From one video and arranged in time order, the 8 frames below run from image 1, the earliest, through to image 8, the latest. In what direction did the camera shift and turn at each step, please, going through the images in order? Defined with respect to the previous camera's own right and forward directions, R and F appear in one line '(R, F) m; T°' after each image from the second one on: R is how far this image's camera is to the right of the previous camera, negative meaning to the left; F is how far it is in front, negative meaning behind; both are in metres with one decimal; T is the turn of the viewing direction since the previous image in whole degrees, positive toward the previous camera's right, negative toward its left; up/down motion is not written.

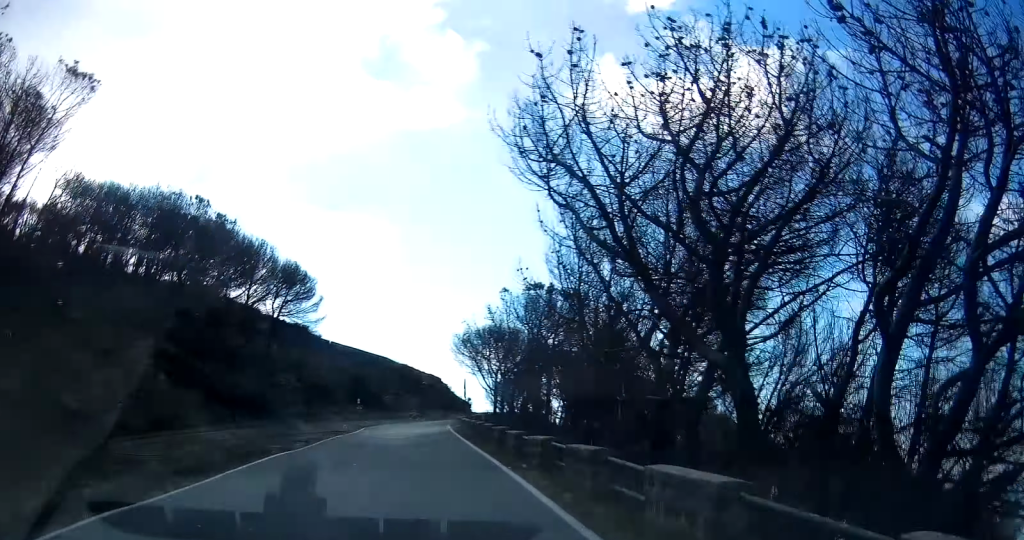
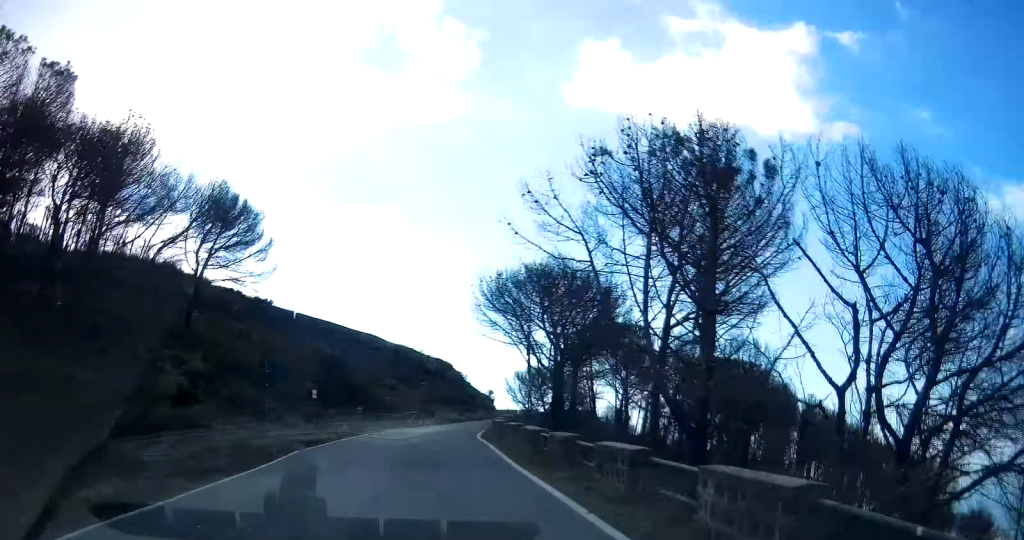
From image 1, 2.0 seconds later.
(+0.2, +21.9) m; +2°
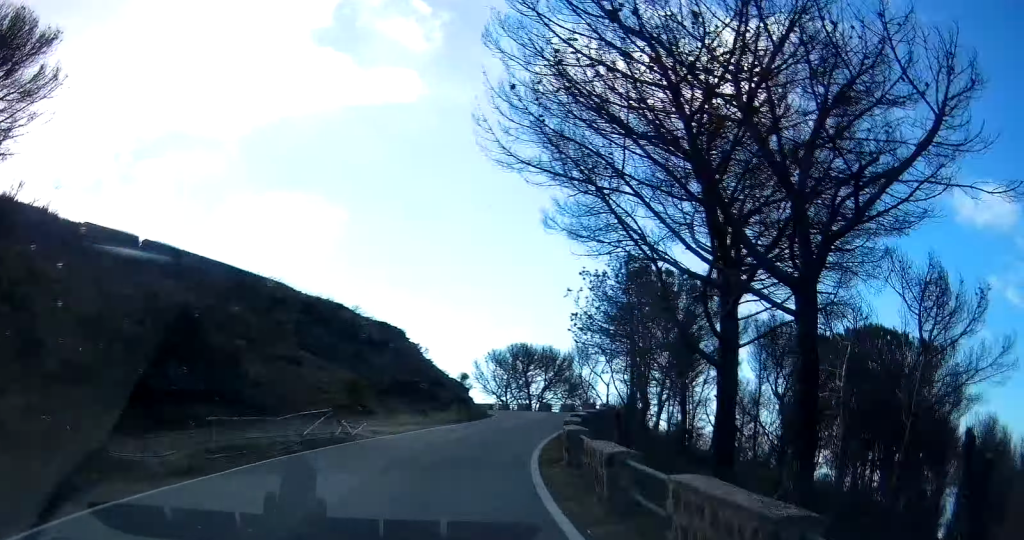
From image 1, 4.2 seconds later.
(-0.7, +24.1) m; +3°
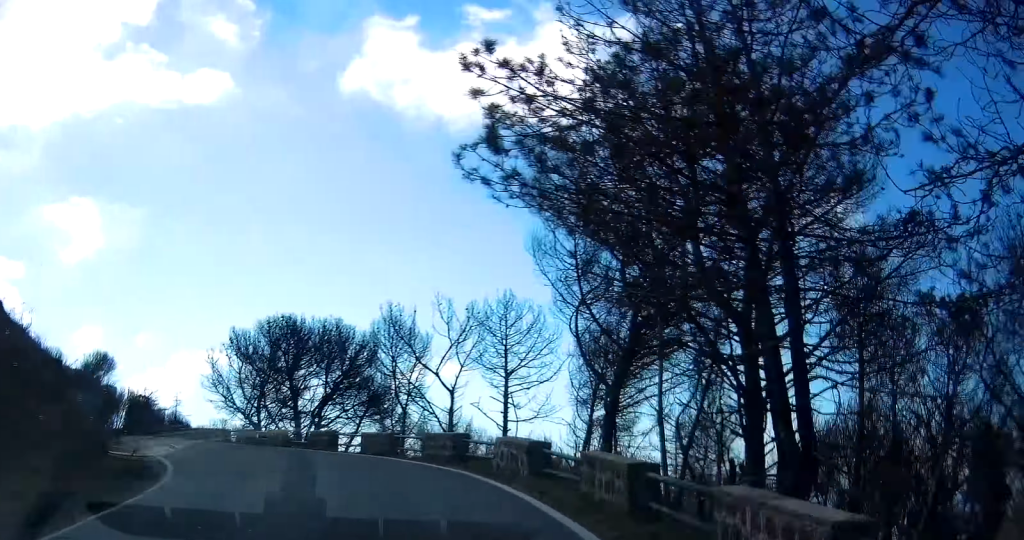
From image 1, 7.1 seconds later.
(+2.6, +29.9) m; -2°
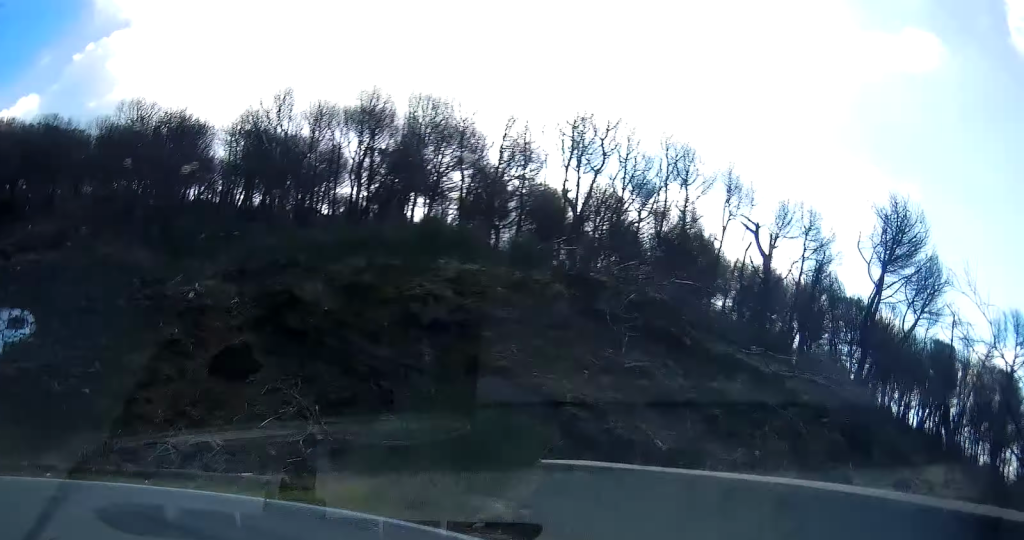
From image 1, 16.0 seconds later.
(-16.0, +61.0) m; -91°
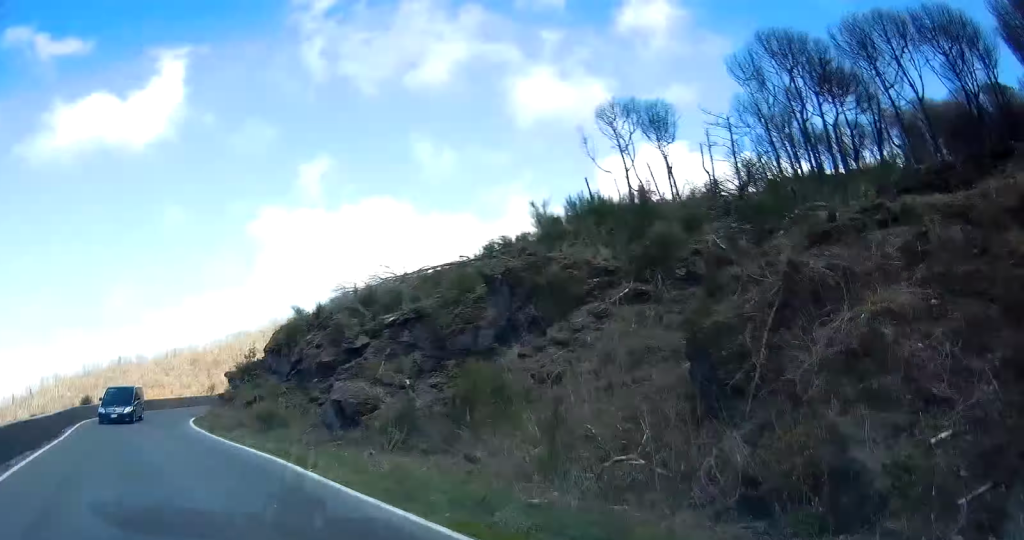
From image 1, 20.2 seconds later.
(-9.2, +8.6) m; -69°
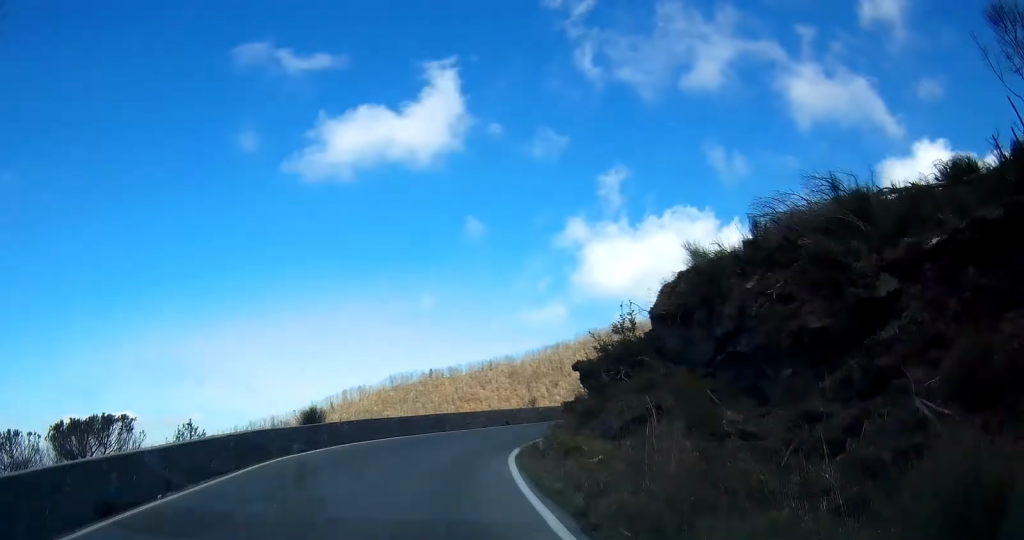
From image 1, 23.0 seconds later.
(-9.7, +18.1) m; -17°
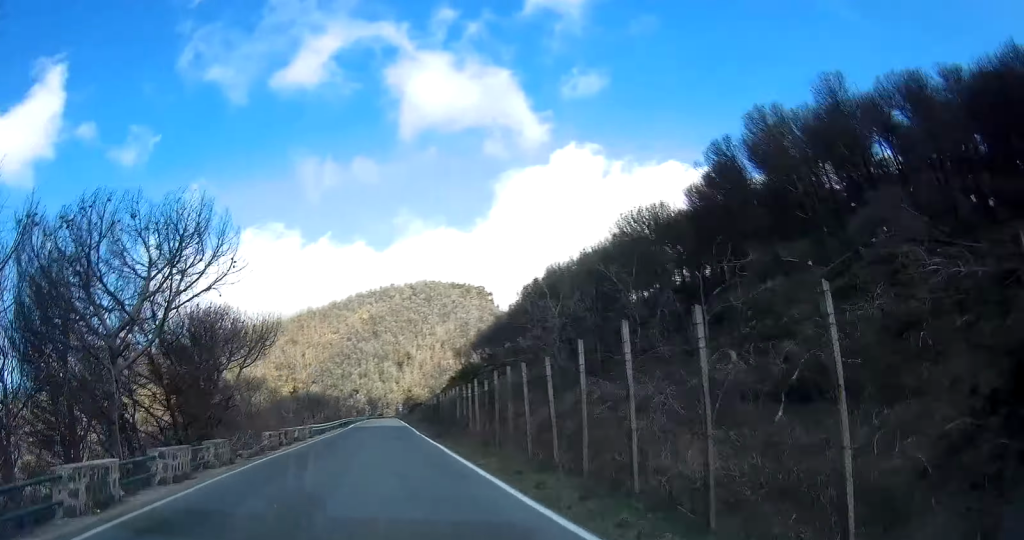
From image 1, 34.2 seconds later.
(+28.3, +105.8) m; +12°
